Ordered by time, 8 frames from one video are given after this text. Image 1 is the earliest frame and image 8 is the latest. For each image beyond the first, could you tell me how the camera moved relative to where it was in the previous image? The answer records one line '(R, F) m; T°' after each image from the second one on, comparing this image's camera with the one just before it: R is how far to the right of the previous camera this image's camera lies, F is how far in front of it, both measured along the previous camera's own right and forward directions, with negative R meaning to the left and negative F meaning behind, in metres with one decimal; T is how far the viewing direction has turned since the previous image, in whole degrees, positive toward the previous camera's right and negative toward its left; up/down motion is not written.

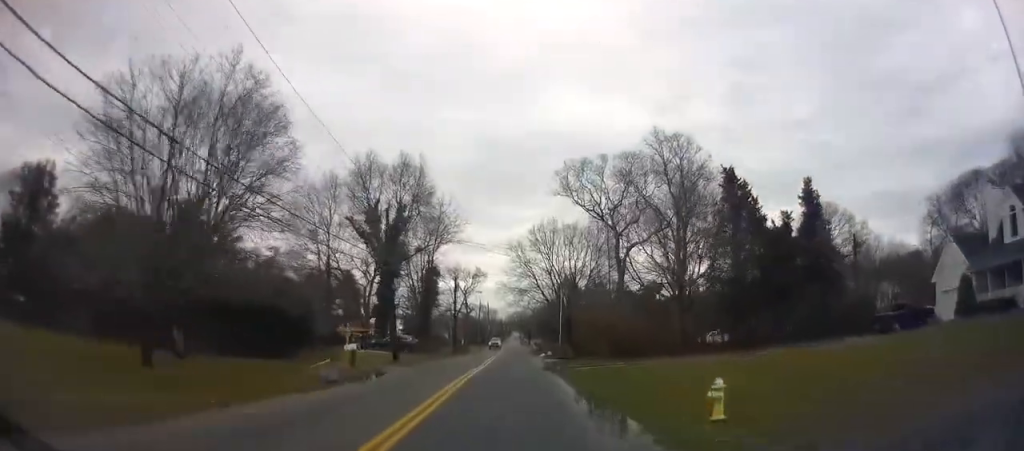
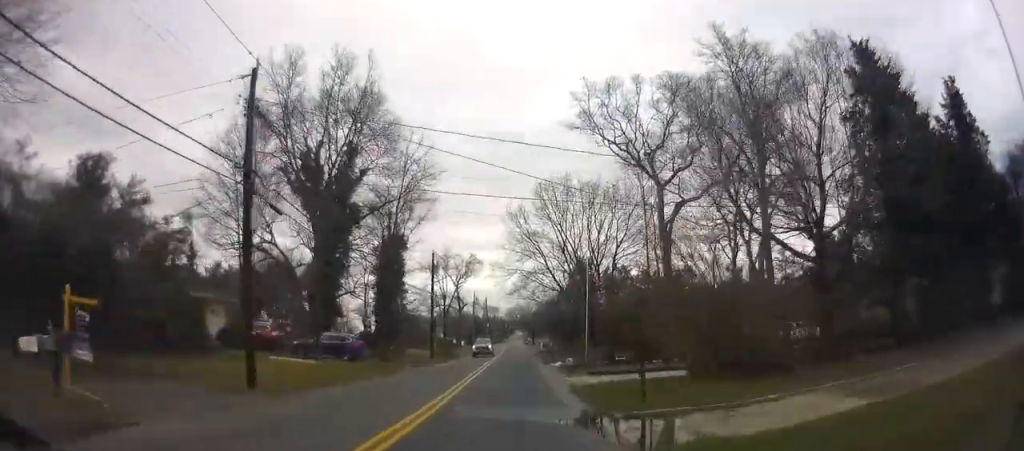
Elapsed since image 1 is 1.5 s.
(-0.2, +19.0) m; -1°
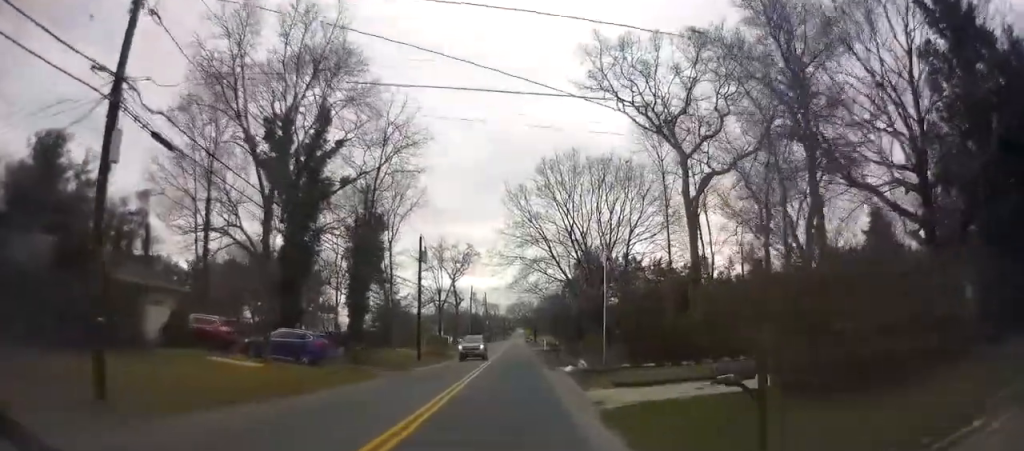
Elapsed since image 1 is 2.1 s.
(0.0, +6.6) m; 0°
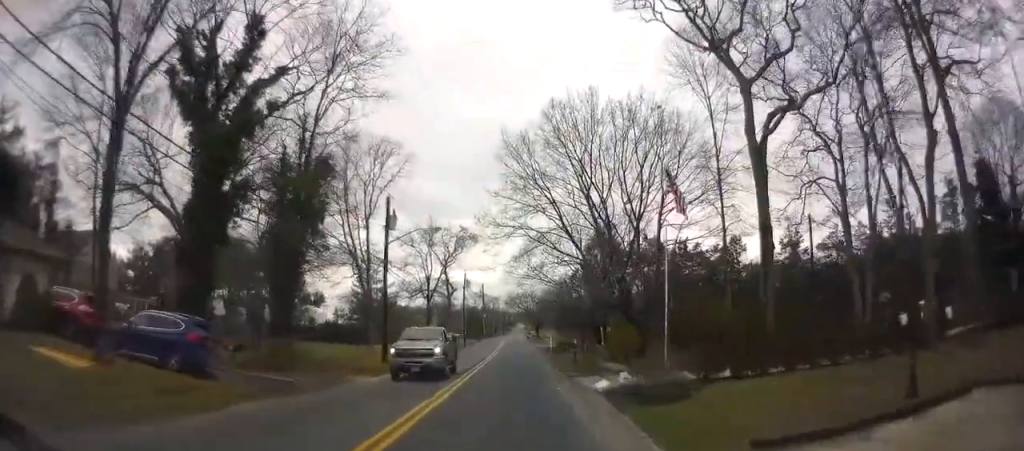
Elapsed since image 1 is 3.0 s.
(0.0, +11.1) m; 0°
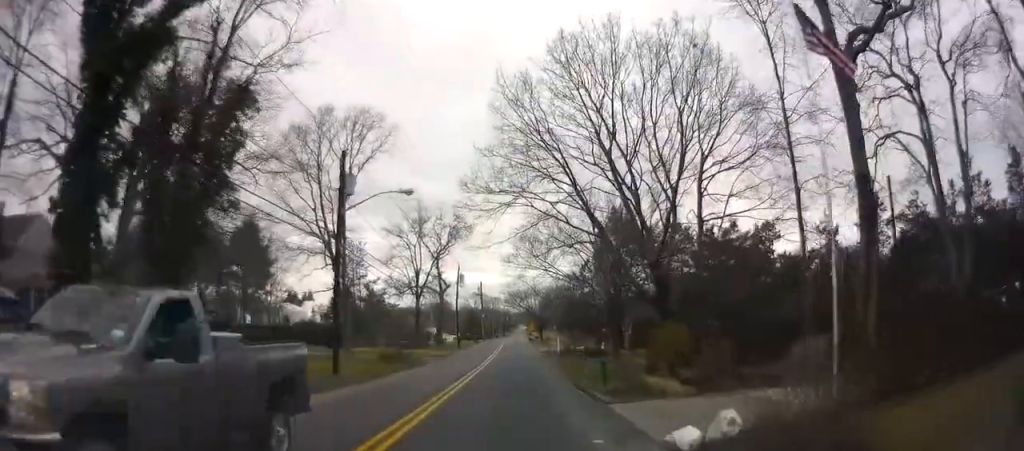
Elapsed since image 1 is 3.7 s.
(0.0, +8.6) m; 0°
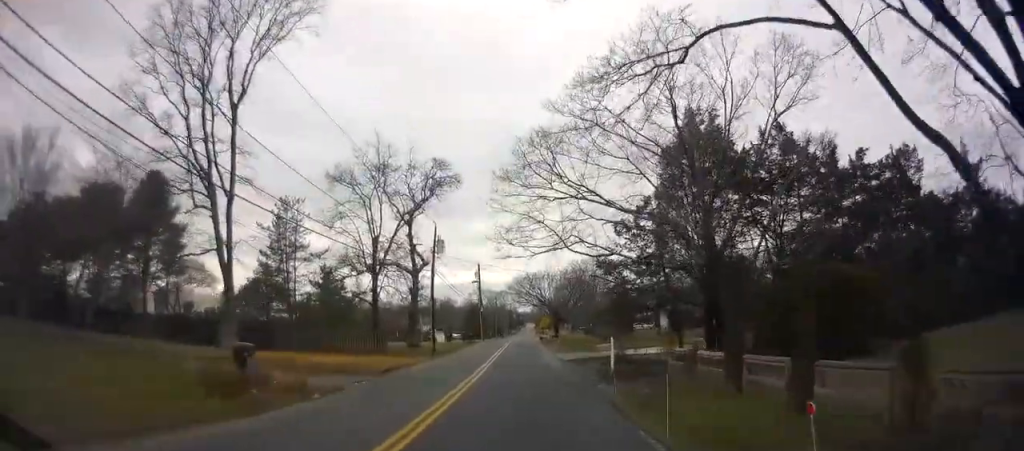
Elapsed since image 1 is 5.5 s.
(-0.2, +22.0) m; -1°
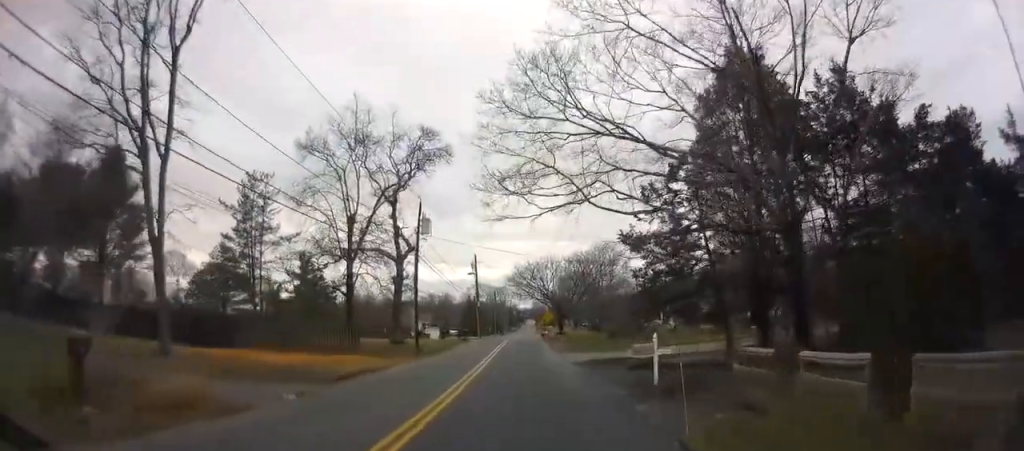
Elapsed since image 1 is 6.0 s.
(+0.1, +6.6) m; 0°
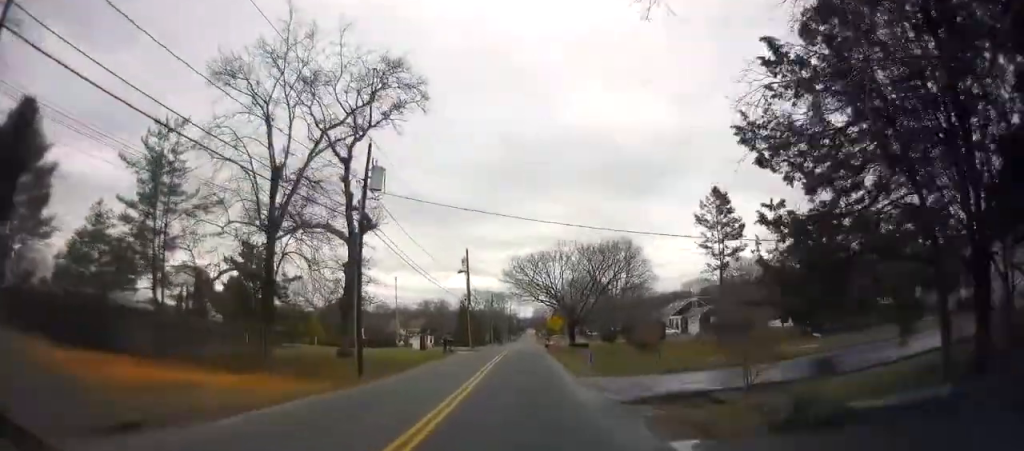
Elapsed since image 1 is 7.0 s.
(0.0, +12.4) m; 0°
